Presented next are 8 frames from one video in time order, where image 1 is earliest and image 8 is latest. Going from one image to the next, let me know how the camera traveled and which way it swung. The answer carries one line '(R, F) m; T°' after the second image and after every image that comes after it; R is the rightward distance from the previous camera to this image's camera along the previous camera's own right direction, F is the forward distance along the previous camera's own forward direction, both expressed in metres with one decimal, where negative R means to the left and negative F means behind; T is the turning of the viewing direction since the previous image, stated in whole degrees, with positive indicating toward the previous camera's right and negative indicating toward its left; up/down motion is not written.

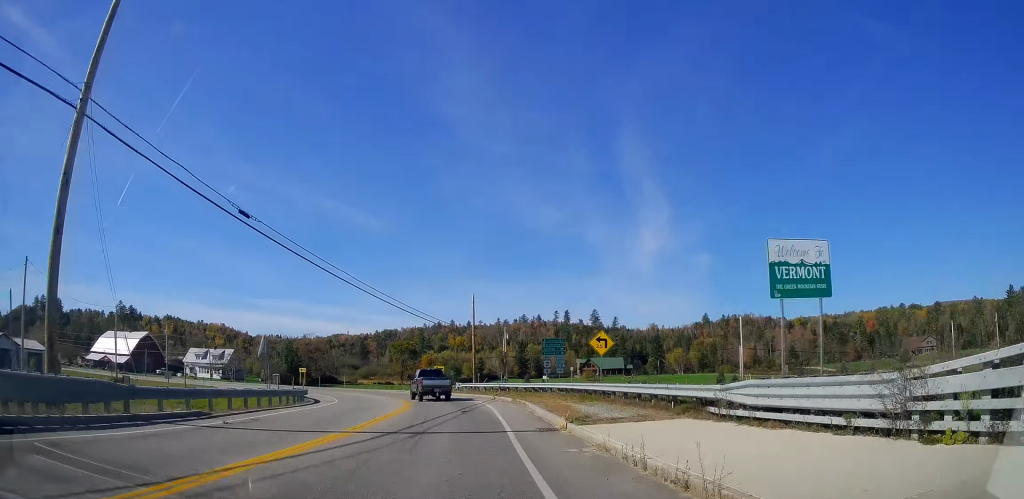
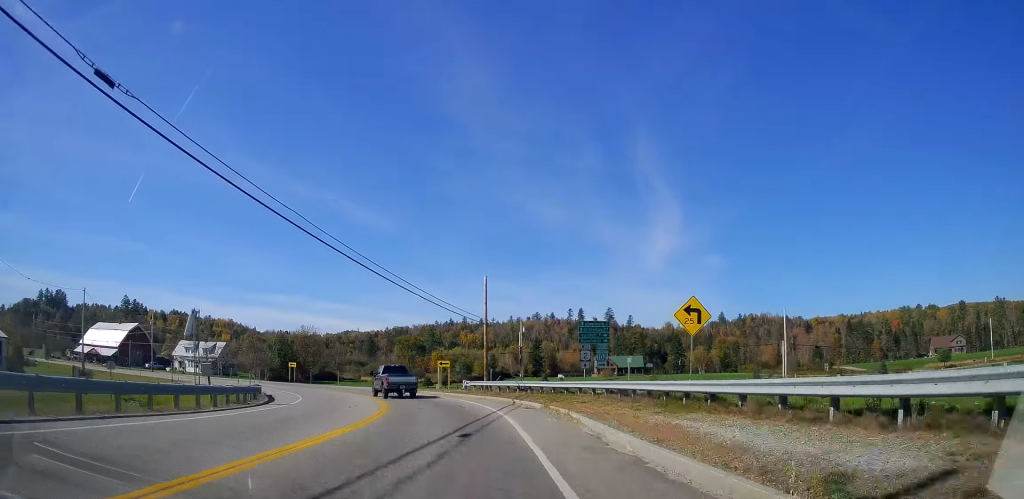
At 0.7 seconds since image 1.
(0.0, +11.2) m; 0°
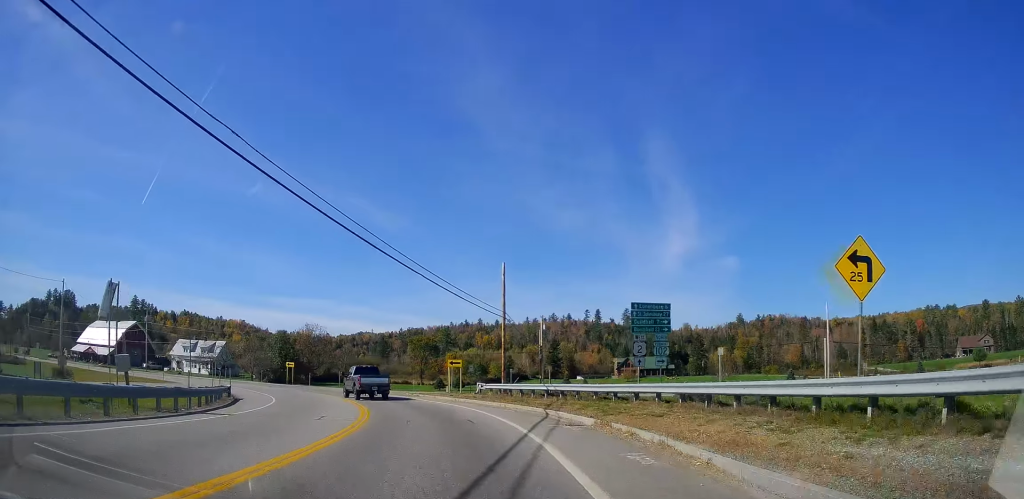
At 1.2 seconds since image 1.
(0.0, +7.8) m; -1°
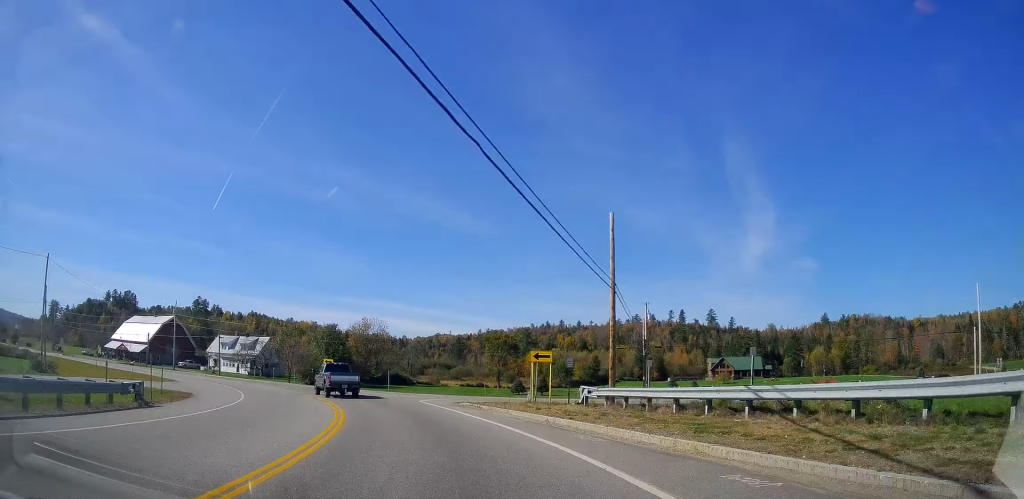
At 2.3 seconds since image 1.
(-0.5, +16.3) m; -6°
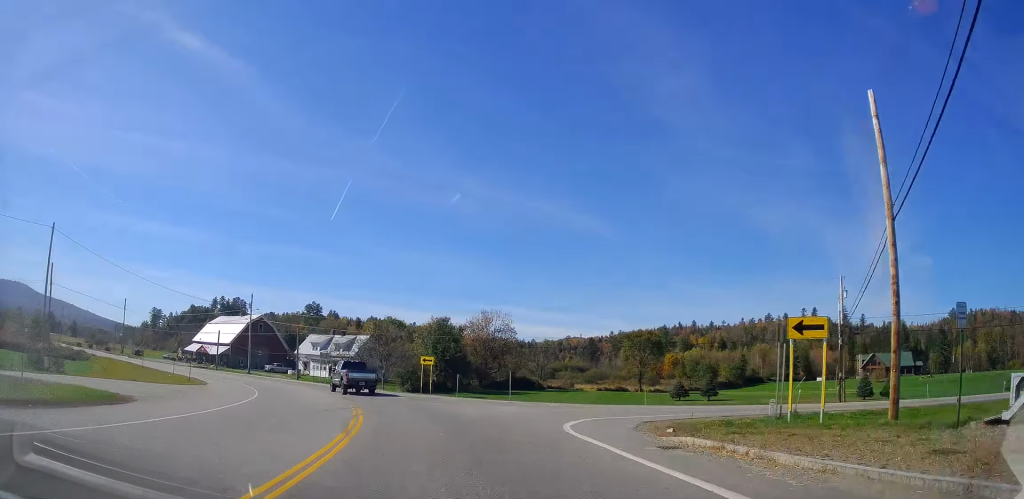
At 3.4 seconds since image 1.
(-1.2, +16.8) m; -8°
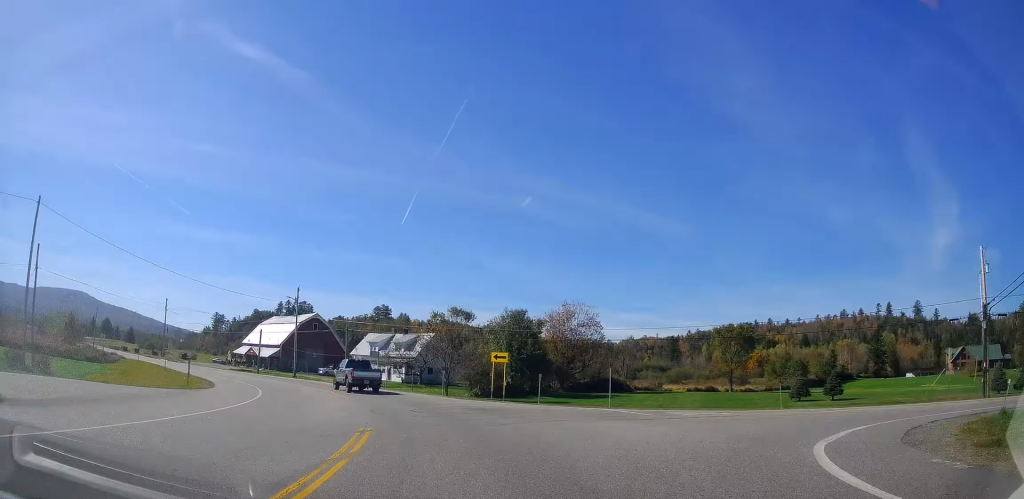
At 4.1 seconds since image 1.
(-0.5, +10.6) m; -7°
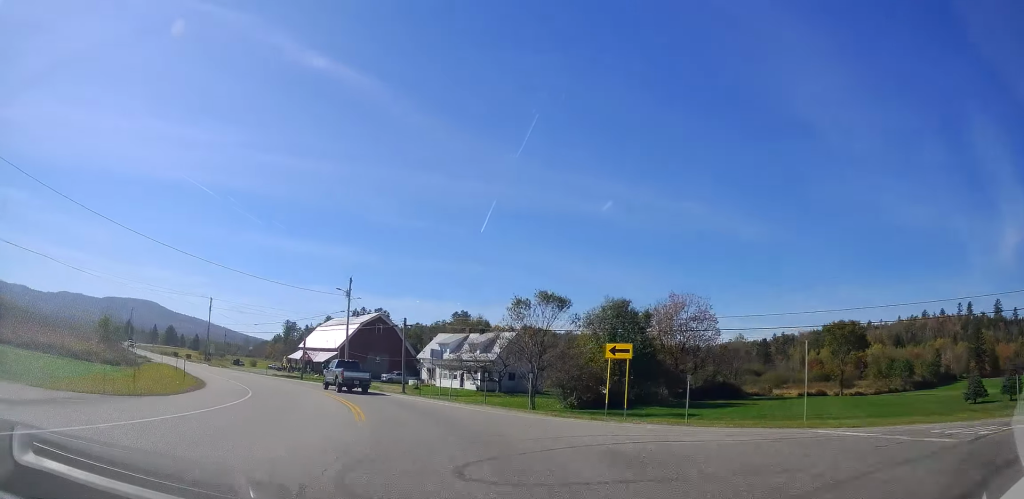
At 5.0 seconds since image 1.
(-1.0, +13.2) m; -10°
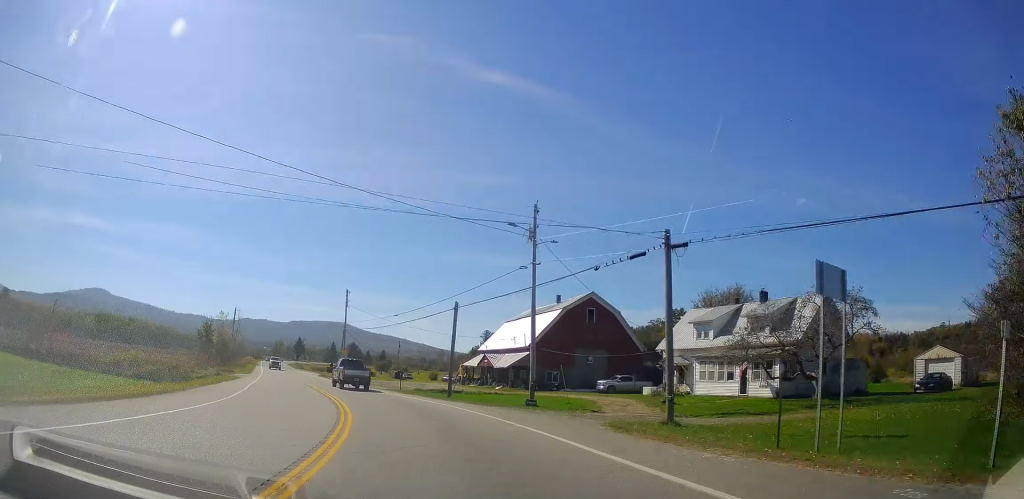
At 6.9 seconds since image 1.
(-5.7, +30.3) m; -18°
